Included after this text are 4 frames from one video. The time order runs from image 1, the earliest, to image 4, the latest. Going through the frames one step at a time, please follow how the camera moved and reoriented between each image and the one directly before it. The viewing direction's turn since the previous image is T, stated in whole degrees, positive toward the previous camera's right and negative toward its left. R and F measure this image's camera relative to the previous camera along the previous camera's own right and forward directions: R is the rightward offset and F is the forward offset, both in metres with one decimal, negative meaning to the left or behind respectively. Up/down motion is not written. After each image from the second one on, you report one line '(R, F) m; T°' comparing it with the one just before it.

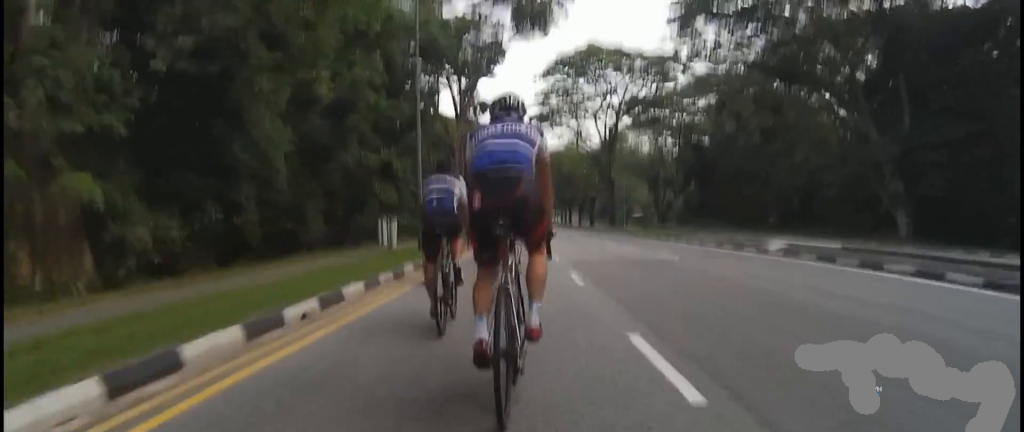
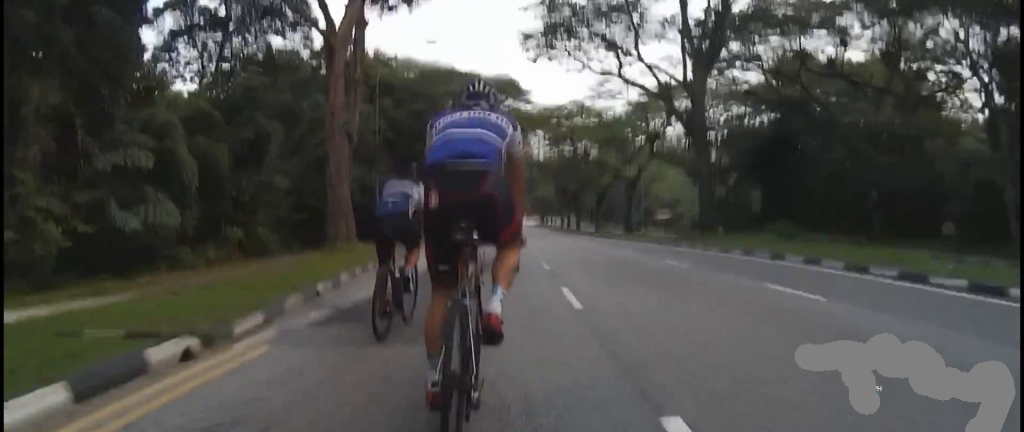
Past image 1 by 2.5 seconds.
(+2.2, +33.7) m; +4°
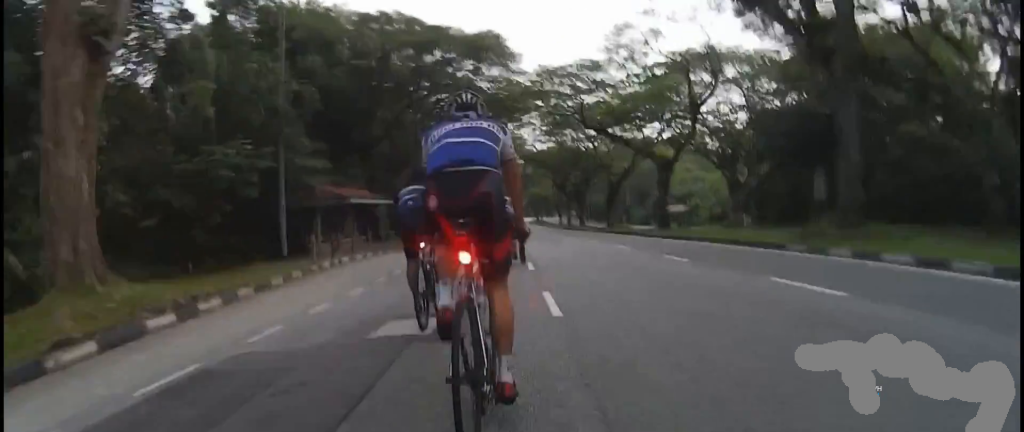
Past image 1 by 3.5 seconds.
(-0.1, +13.8) m; -1°
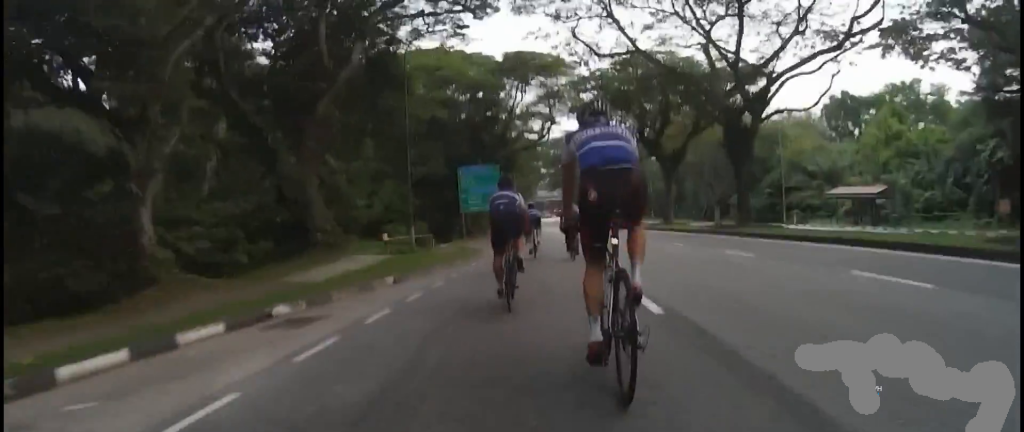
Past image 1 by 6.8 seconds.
(-2.4, +43.1) m; -3°
